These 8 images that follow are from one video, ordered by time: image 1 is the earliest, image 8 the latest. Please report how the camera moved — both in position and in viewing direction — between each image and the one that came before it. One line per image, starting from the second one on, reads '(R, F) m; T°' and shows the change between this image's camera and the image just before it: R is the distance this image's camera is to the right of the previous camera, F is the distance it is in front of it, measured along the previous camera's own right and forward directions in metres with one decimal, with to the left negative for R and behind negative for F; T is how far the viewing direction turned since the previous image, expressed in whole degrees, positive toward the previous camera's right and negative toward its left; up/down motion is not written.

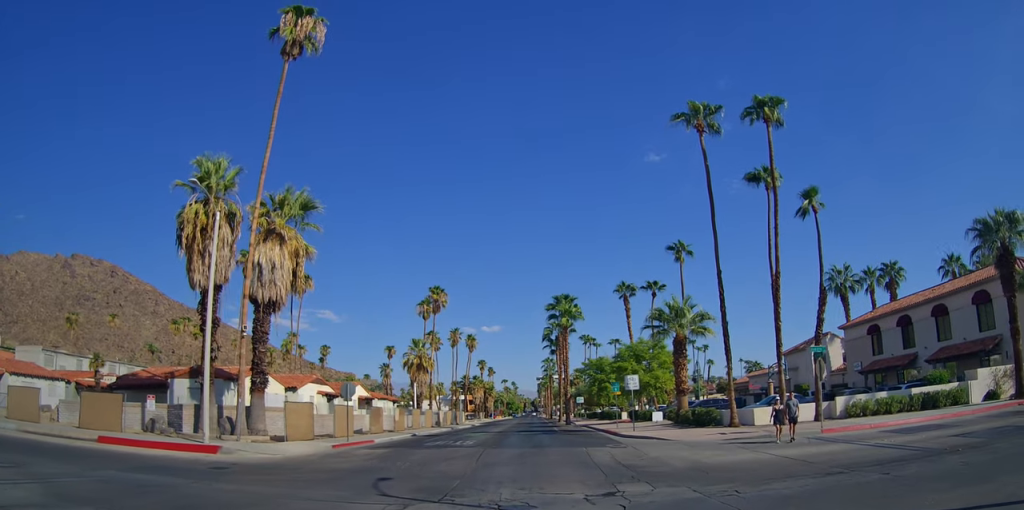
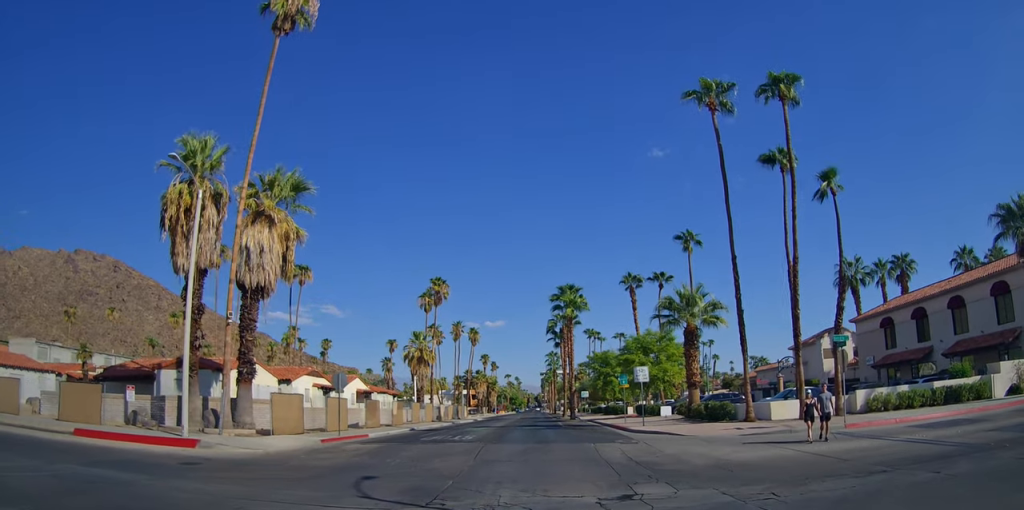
(0.0, +2.0) m; 0°
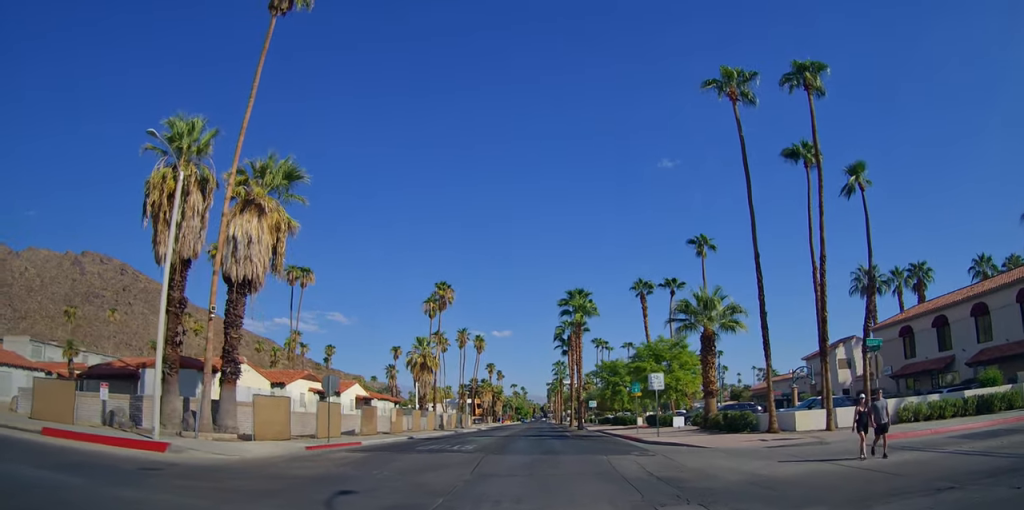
(0.0, +1.5) m; 0°
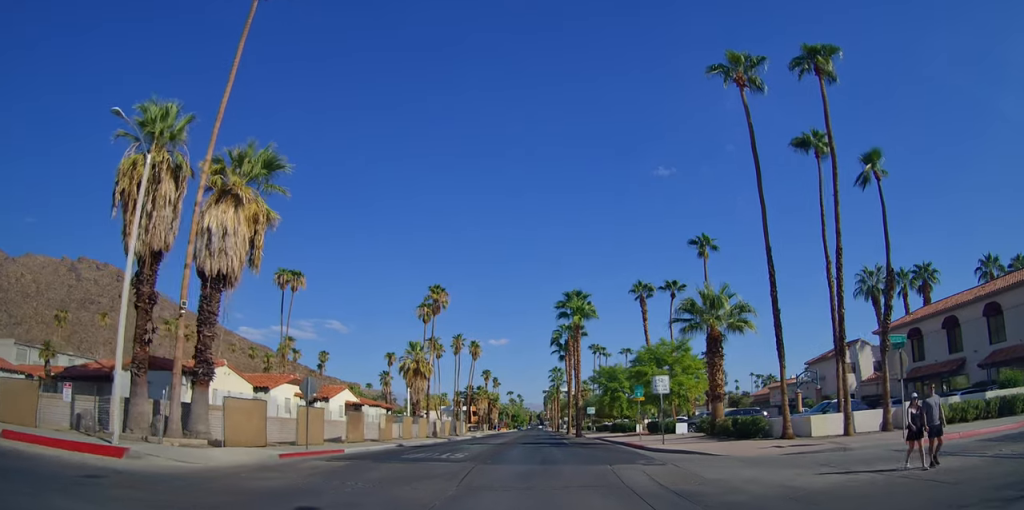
(0.0, +1.2) m; 0°
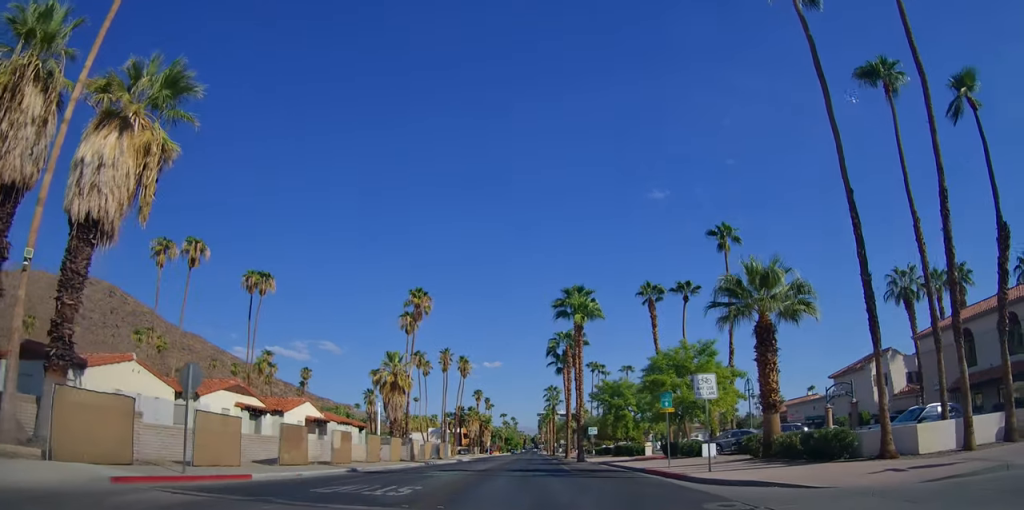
(0.0, +4.5) m; 0°
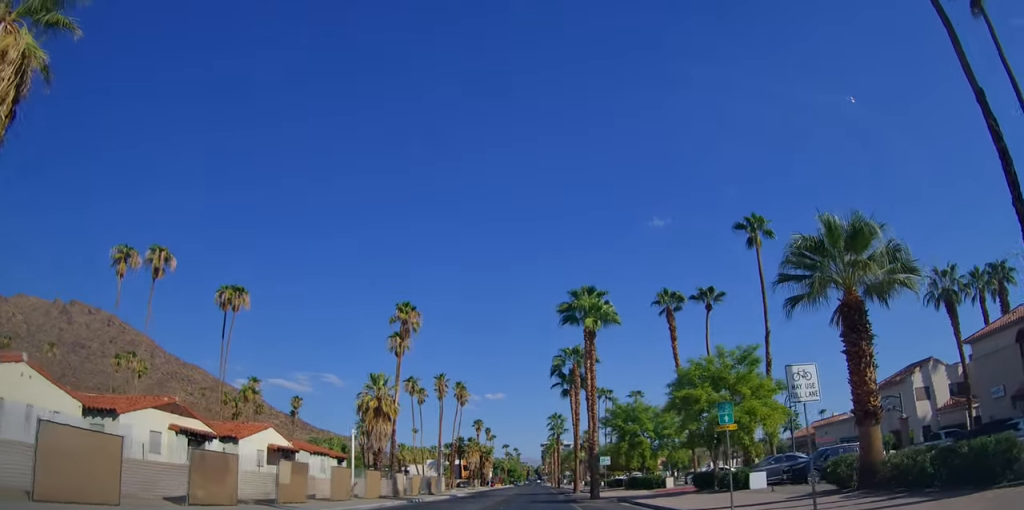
(0.0, +5.6) m; 0°
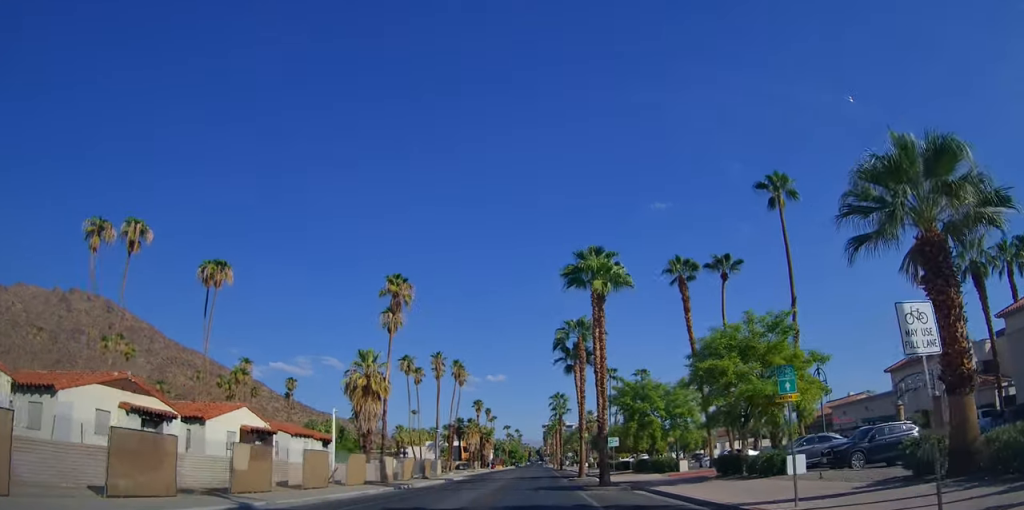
(0.0, +3.1) m; 0°
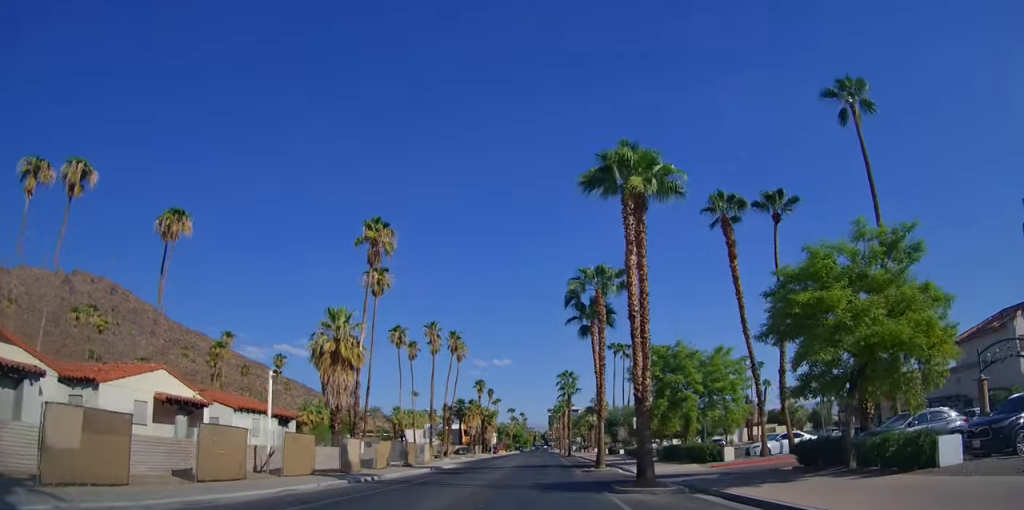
(0.0, +6.5) m; 0°
